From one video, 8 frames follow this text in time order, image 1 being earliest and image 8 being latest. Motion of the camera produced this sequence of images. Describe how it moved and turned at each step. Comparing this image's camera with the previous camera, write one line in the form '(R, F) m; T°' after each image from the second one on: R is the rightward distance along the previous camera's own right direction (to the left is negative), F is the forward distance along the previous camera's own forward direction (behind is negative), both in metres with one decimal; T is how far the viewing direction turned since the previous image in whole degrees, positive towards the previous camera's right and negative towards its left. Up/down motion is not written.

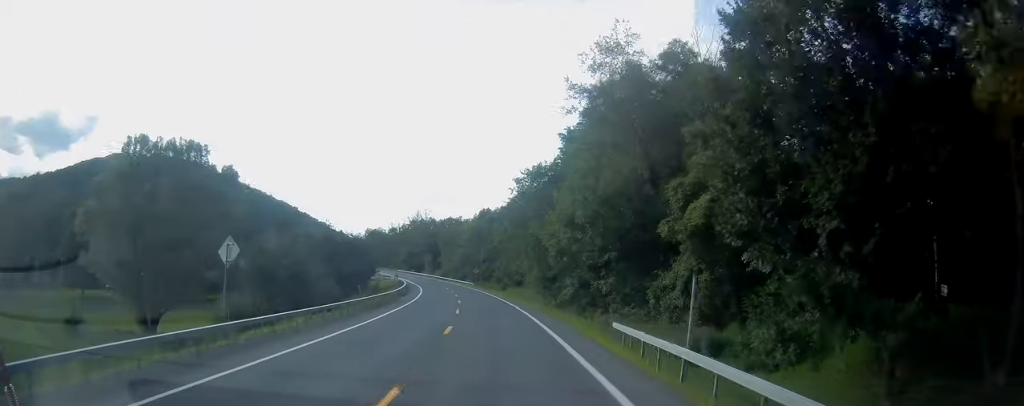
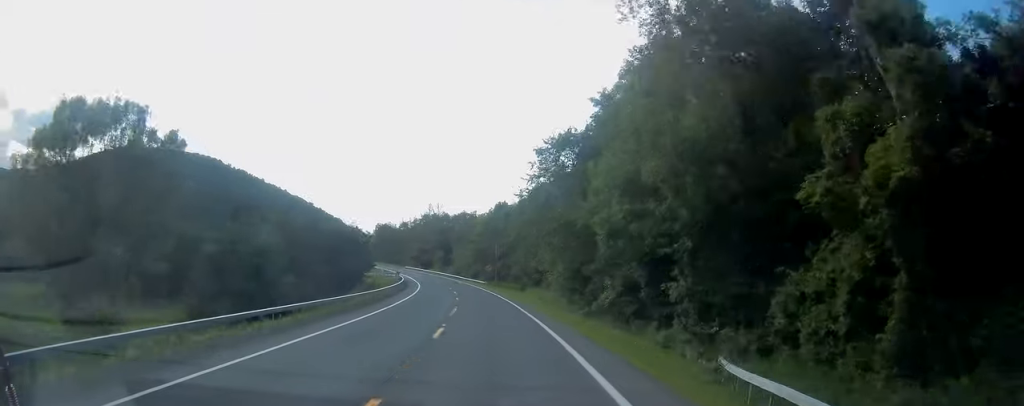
(-0.2, +13.9) m; -2°
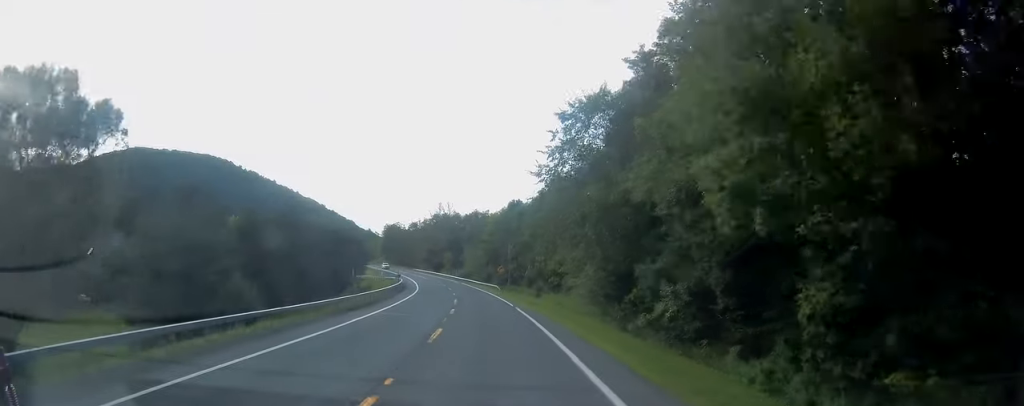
(+0.1, +11.3) m; -1°
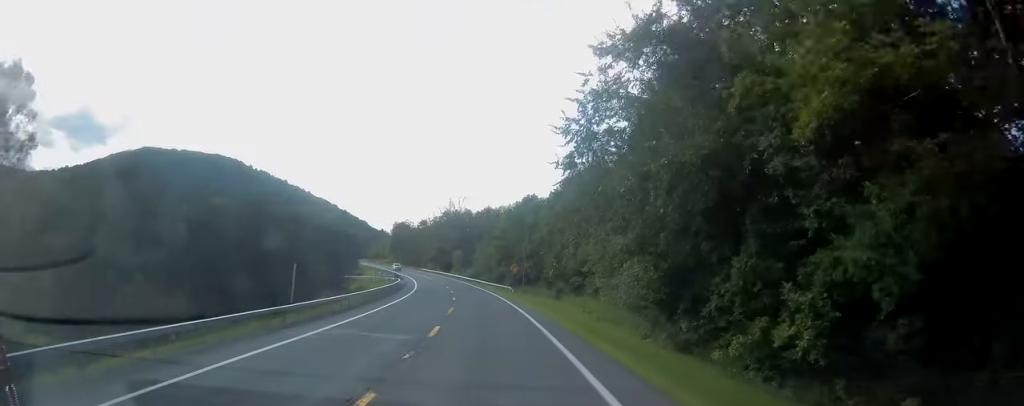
(-0.3, +11.2) m; -2°
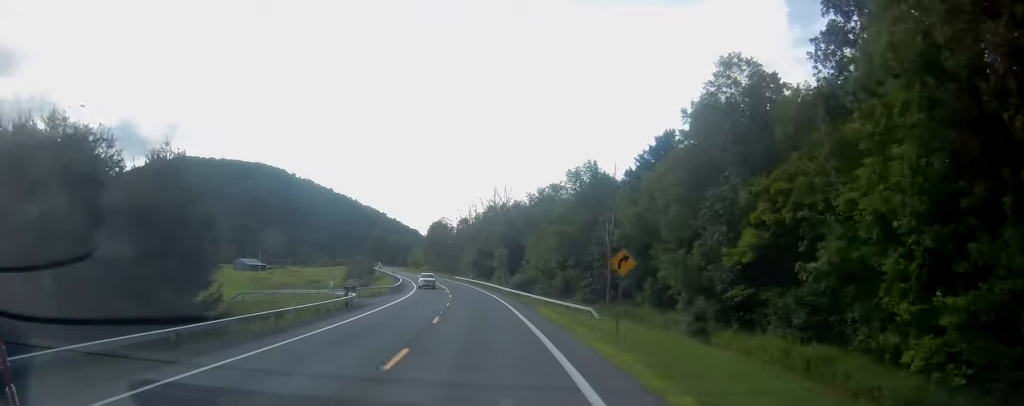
(-2.3, +41.2) m; -6°
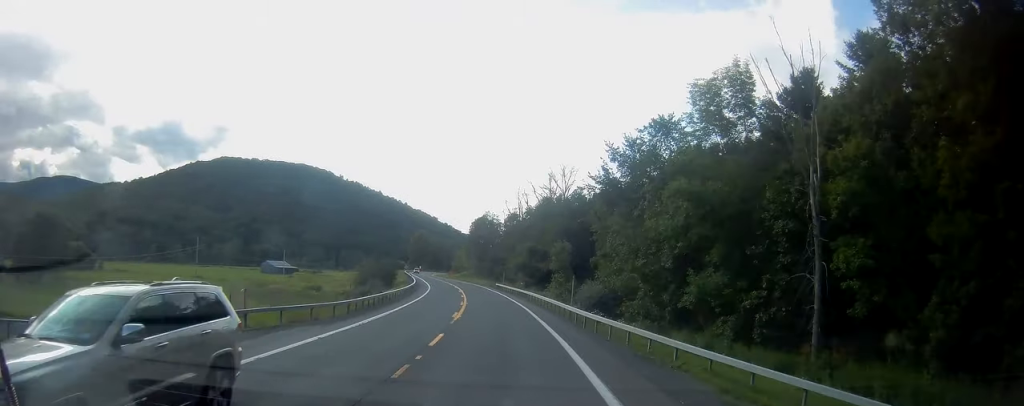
(-1.0, +30.9) m; -4°
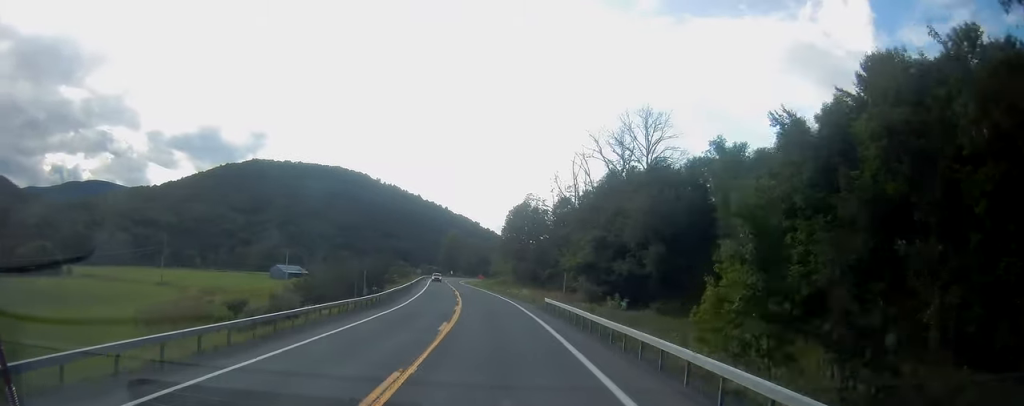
(-2.1, +41.4) m; -5°
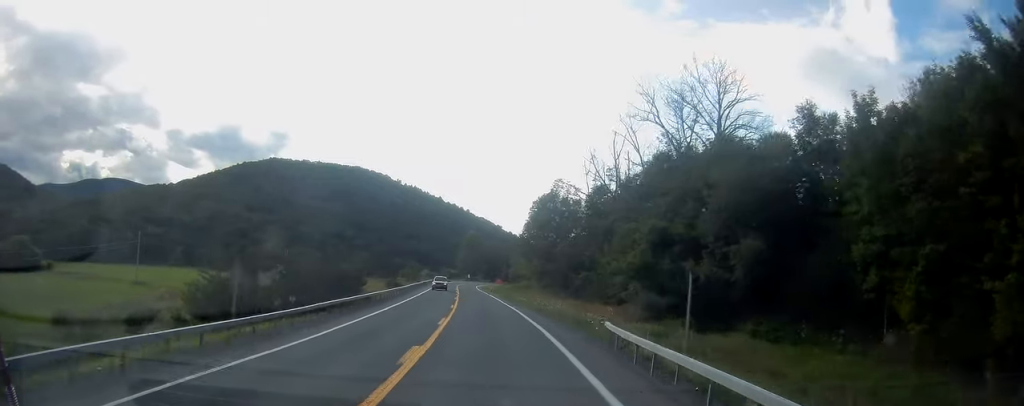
(-0.3, +20.1) m; -2°
